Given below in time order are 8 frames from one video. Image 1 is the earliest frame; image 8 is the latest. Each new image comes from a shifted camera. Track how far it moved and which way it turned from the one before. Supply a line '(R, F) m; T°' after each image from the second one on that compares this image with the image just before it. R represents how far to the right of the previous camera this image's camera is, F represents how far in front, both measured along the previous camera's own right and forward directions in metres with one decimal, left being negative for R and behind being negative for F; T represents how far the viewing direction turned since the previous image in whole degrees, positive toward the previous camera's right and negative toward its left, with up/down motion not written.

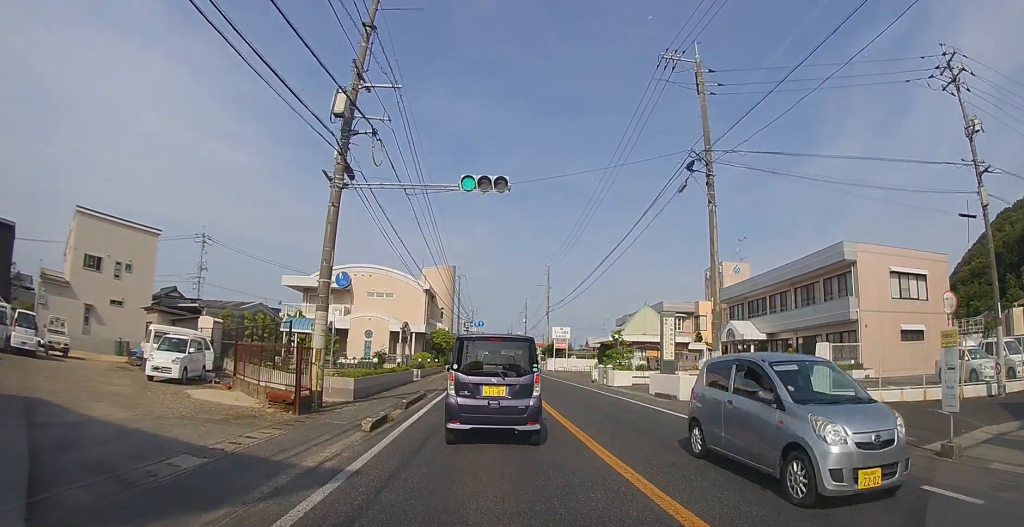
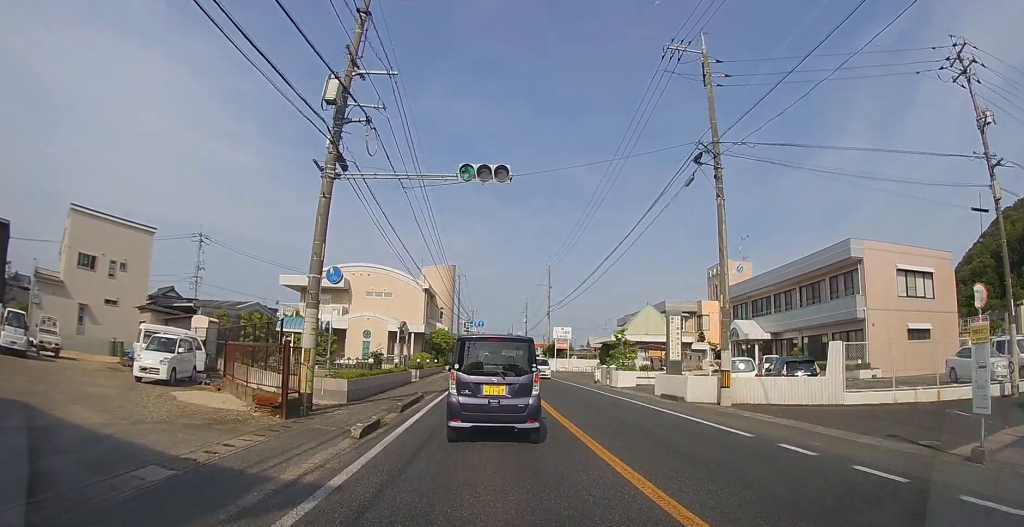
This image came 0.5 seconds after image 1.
(0.0, +1.0) m; 0°
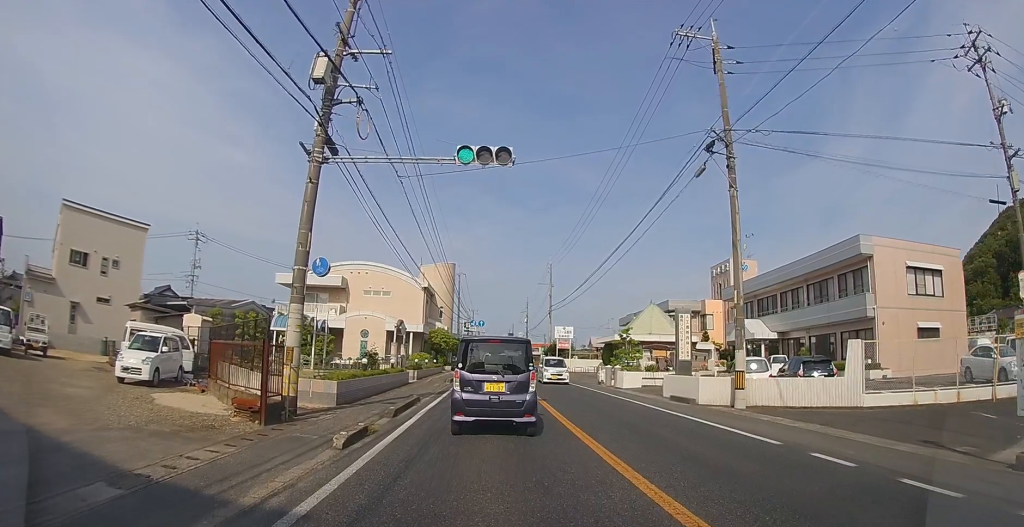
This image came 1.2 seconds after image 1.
(-0.1, +1.2) m; -1°
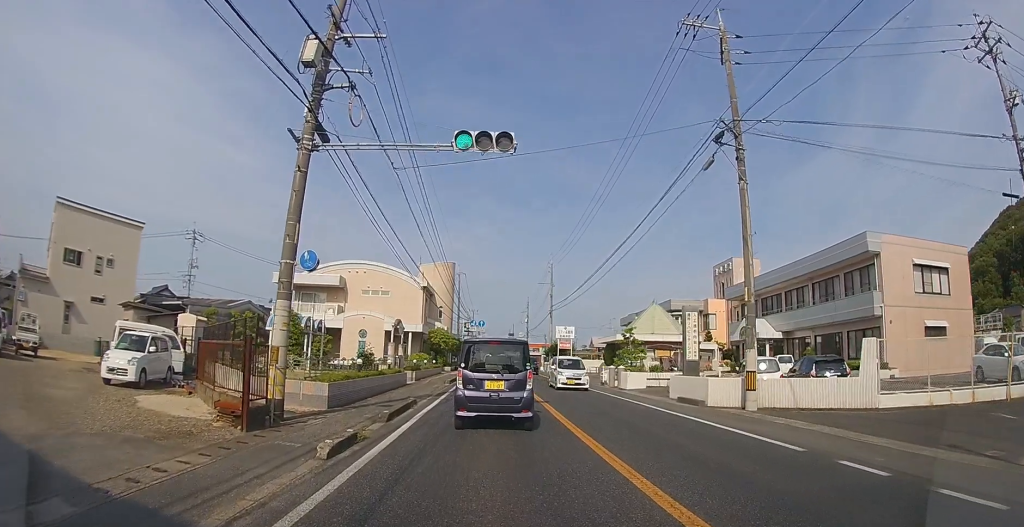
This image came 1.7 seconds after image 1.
(0.0, +0.8) m; 0°
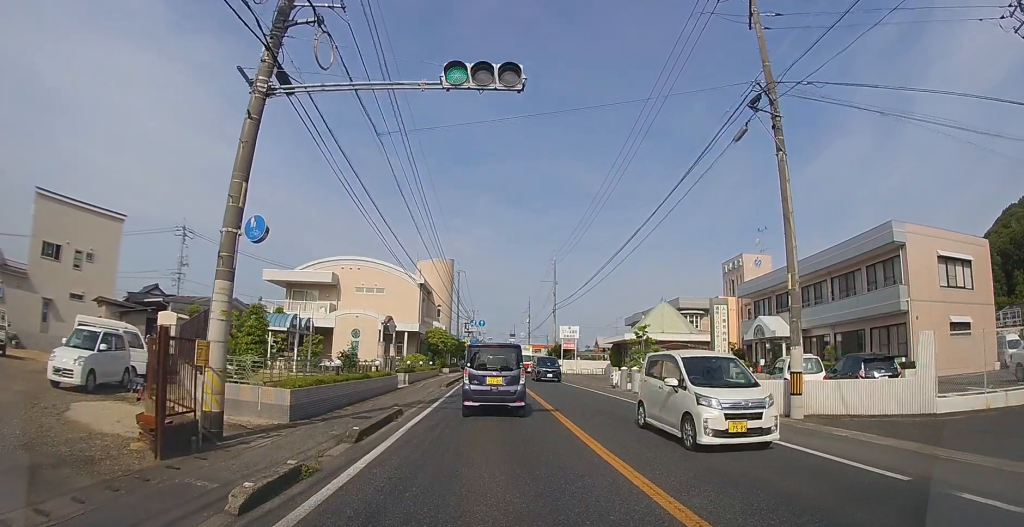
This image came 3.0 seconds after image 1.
(+0.1, +2.5) m; +2°
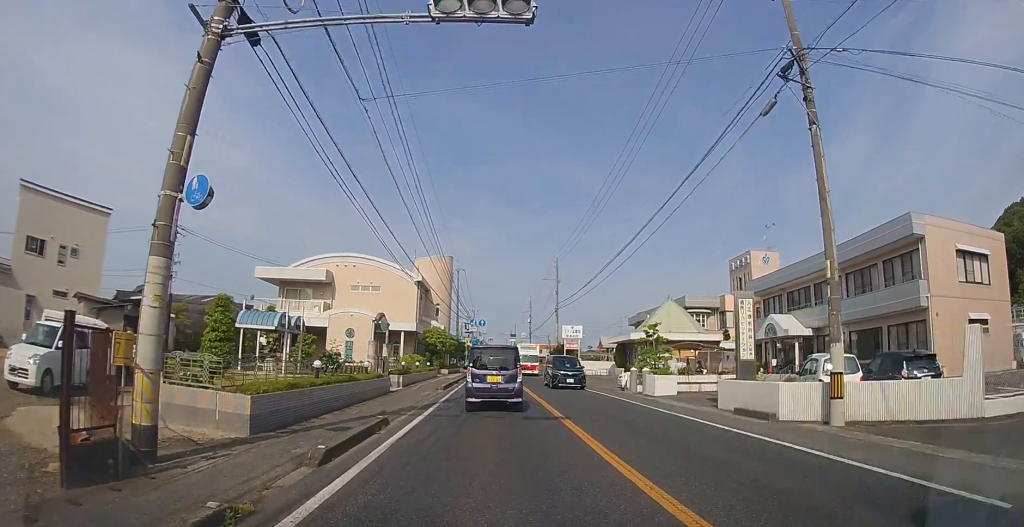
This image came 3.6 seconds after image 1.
(0.0, +1.4) m; +1°
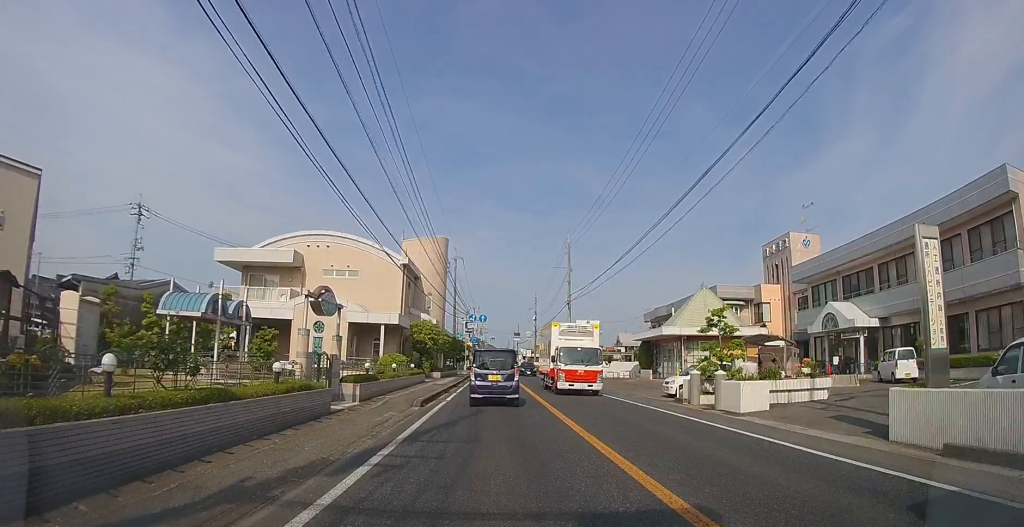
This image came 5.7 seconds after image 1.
(0.0, +6.2) m; -1°
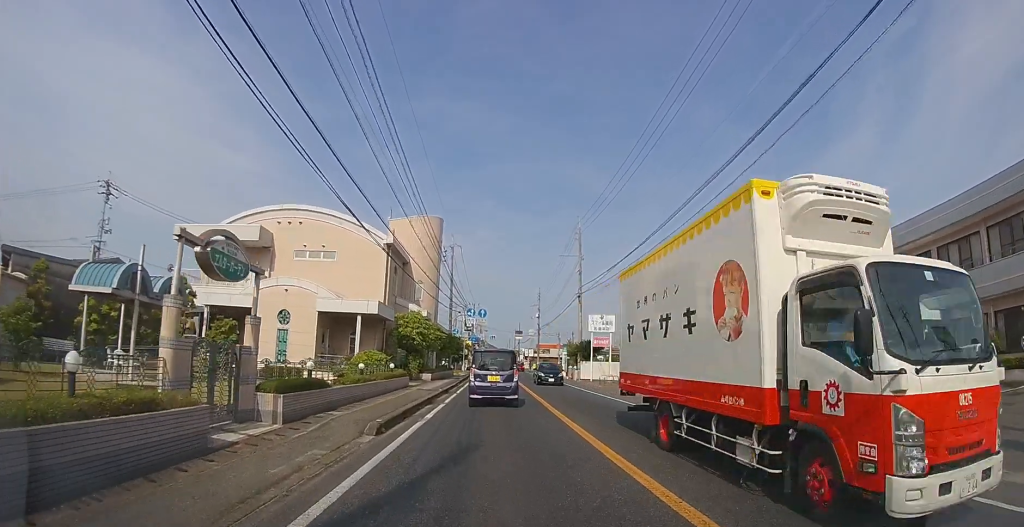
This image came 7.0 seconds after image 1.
(-0.1, +5.0) m; -1°
